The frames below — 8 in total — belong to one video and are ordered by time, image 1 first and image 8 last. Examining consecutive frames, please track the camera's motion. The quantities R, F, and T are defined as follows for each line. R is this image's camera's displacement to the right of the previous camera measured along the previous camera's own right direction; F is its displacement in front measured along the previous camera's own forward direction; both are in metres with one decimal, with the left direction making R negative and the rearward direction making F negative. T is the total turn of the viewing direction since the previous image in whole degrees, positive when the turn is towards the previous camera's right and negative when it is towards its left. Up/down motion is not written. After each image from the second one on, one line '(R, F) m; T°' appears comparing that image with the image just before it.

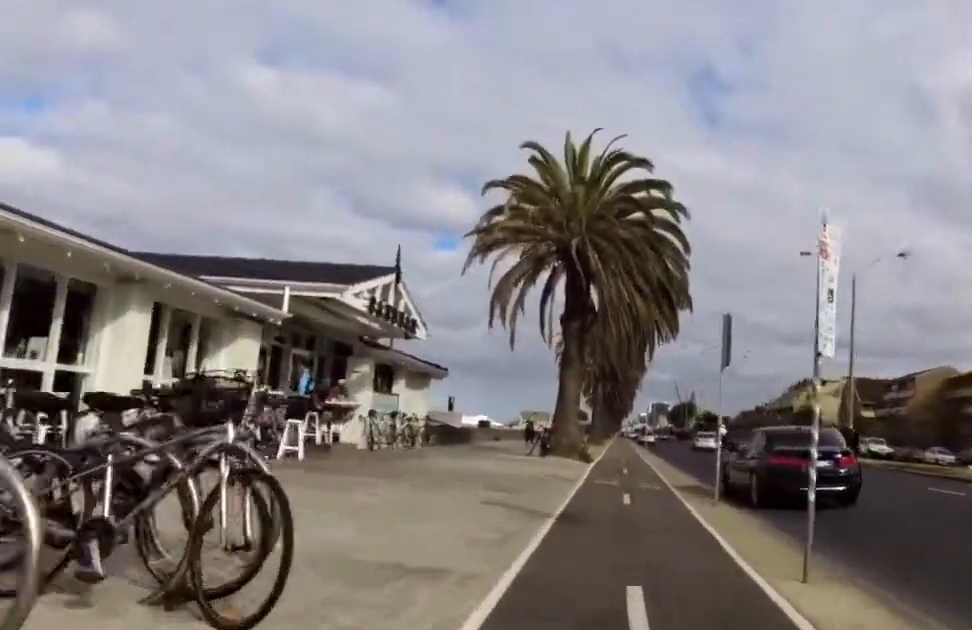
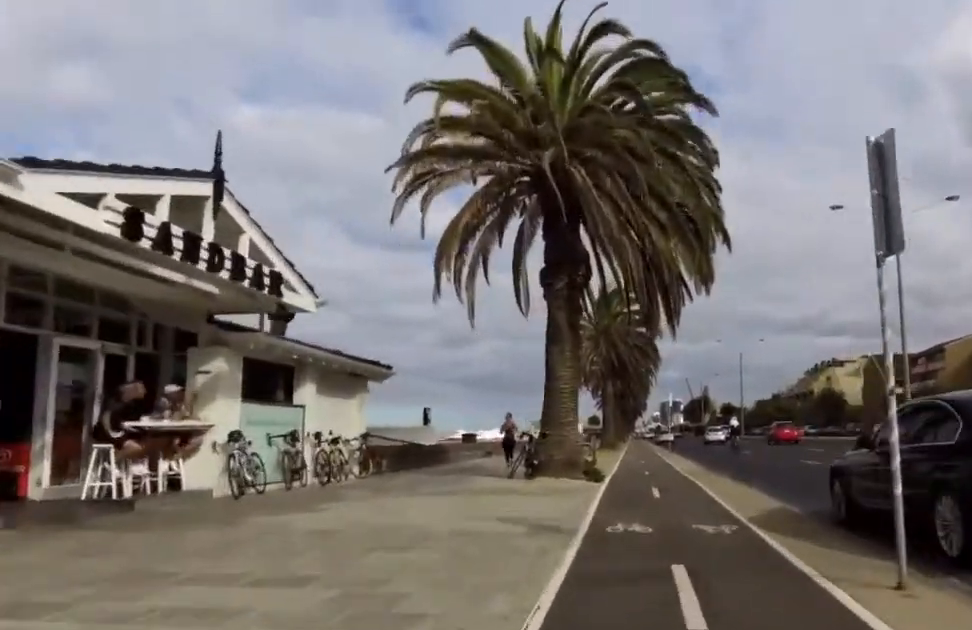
(+0.3, +7.3) m; +4°
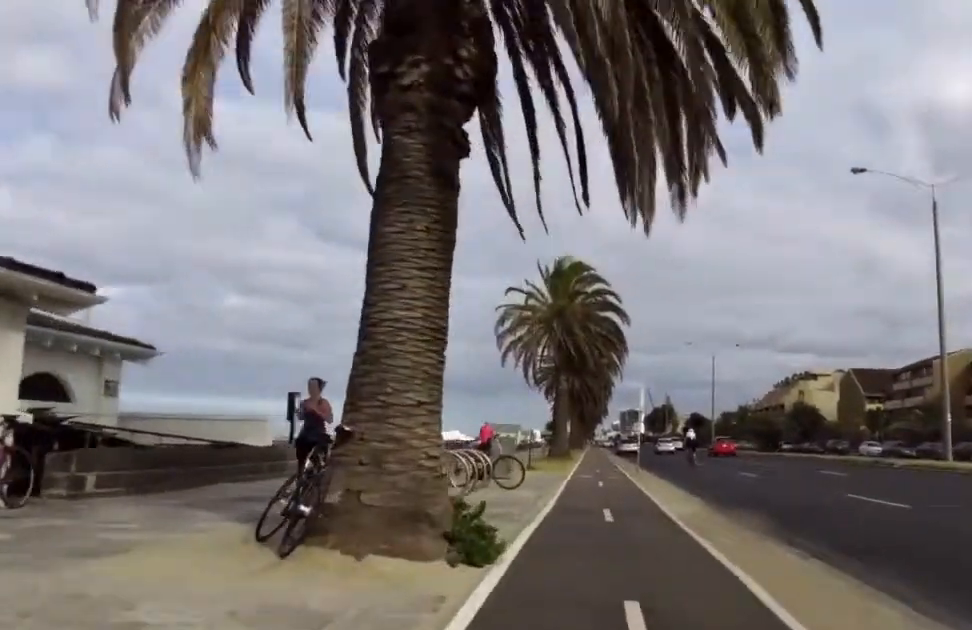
(+0.4, +9.4) m; +5°
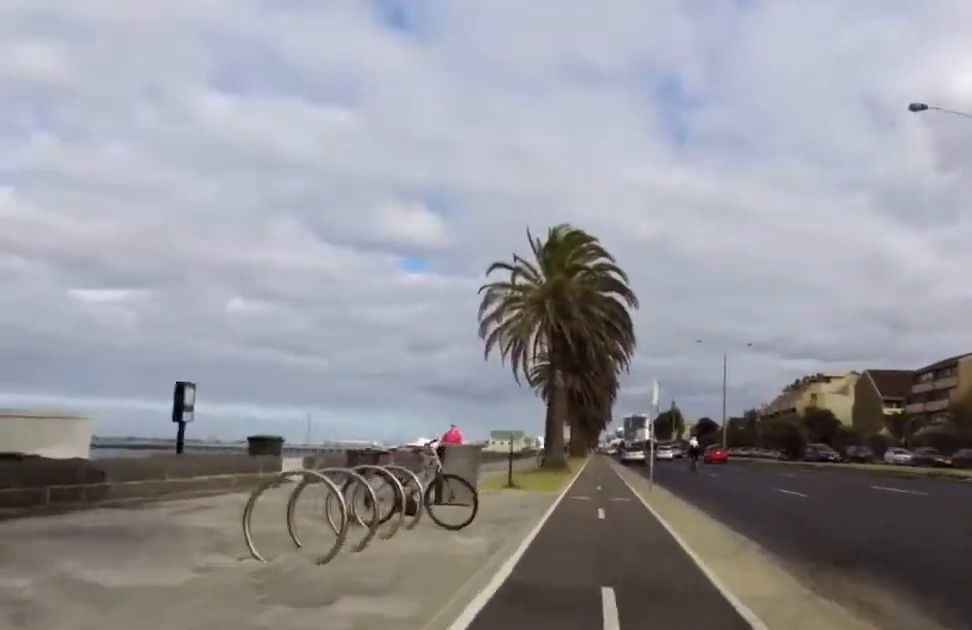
(+0.1, +6.0) m; 0°
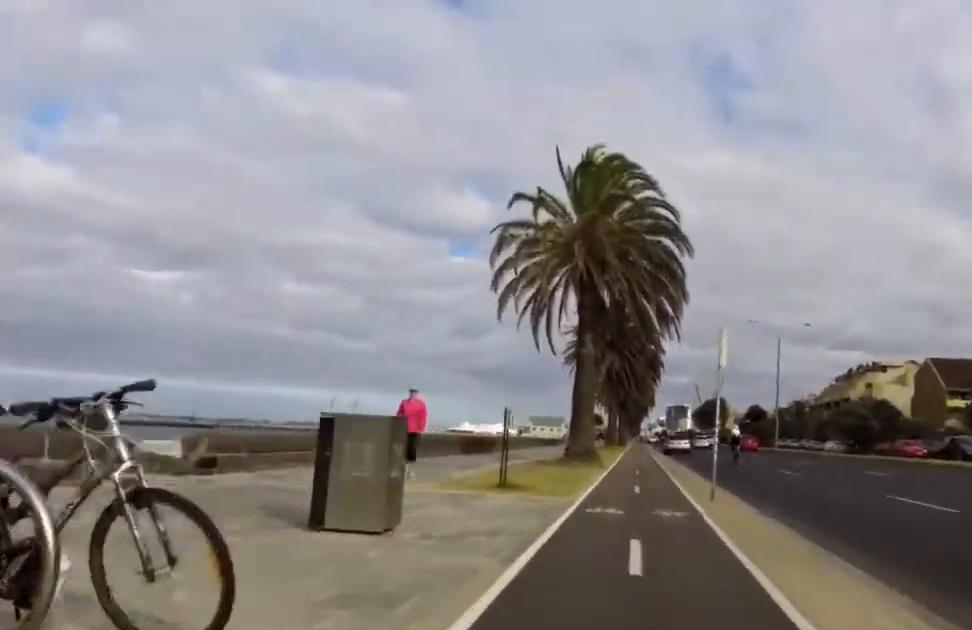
(+0.3, +6.8) m; -4°
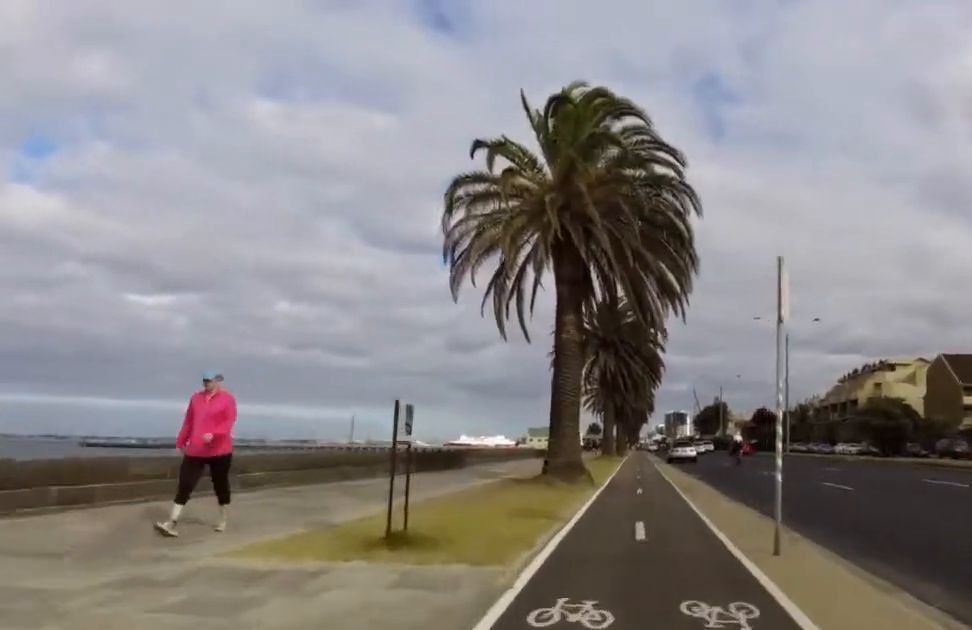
(-0.7, +5.8) m; -6°
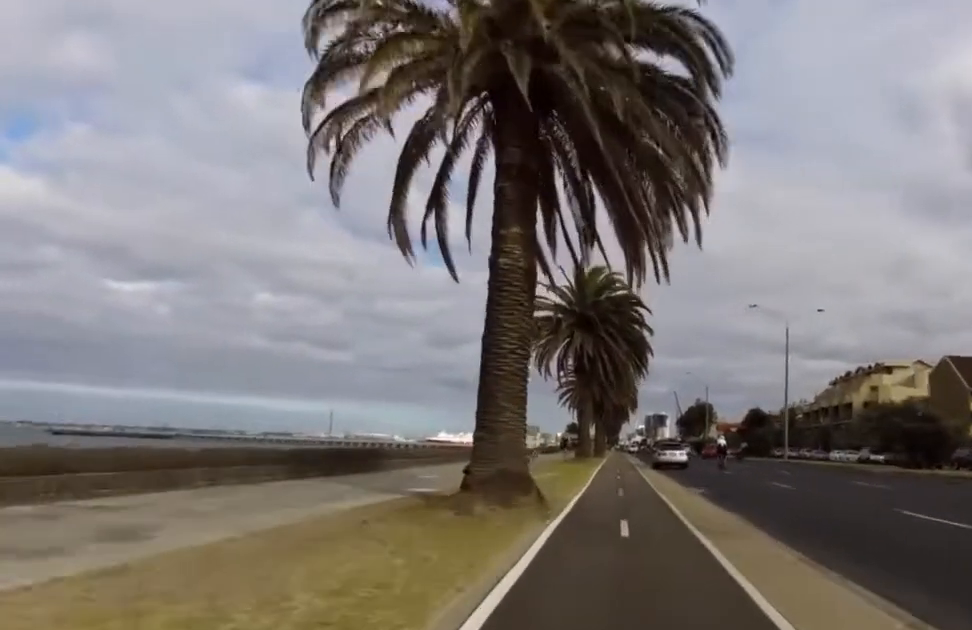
(-0.3, +7.5) m; +4°
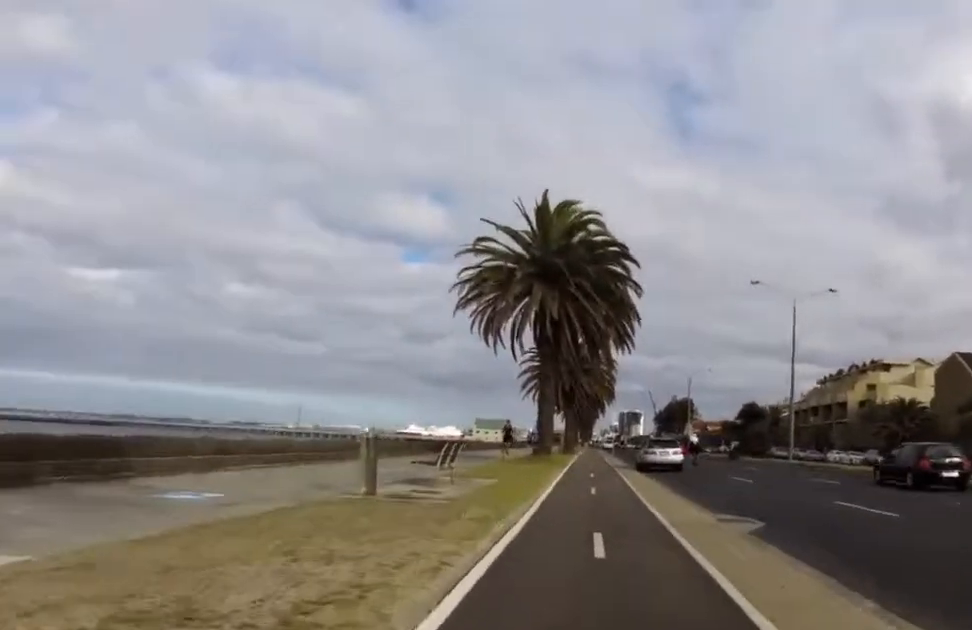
(+1.2, +10.3) m; +3°
